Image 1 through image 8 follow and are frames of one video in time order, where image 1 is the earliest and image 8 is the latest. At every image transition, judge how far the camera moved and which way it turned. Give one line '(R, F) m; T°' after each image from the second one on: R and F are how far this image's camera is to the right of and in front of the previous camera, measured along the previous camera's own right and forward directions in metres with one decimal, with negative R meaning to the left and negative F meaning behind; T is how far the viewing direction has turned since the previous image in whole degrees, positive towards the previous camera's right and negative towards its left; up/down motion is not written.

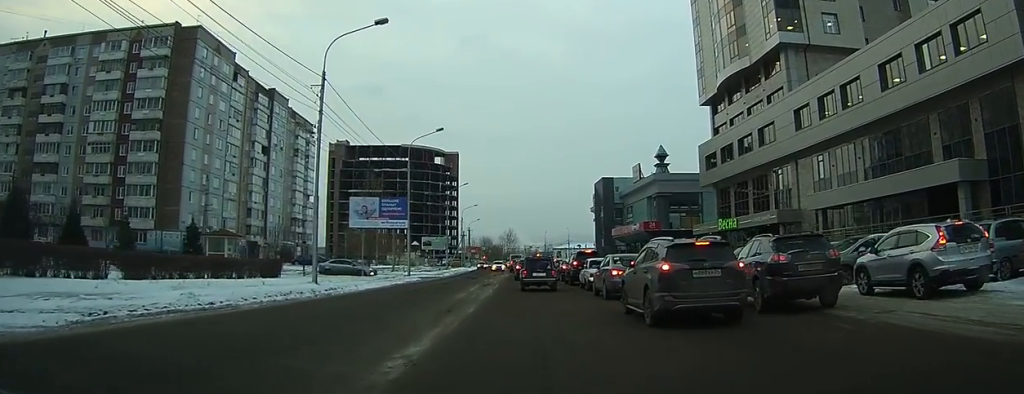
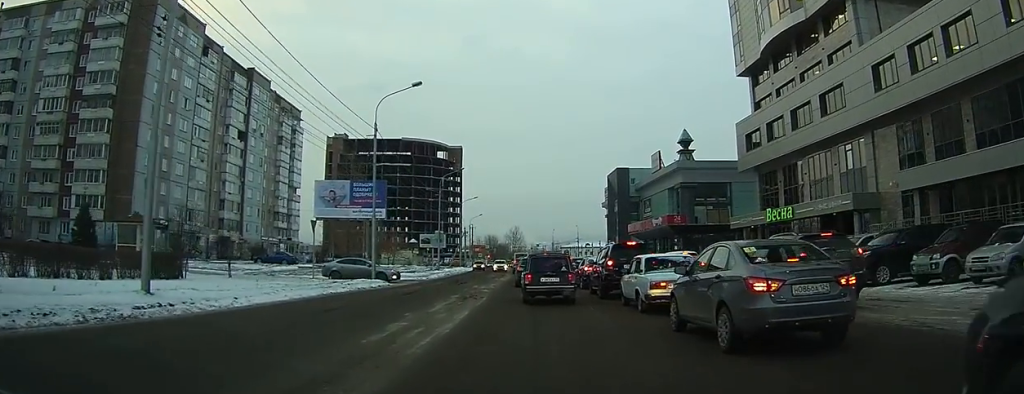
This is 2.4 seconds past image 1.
(0.0, +11.3) m; +2°
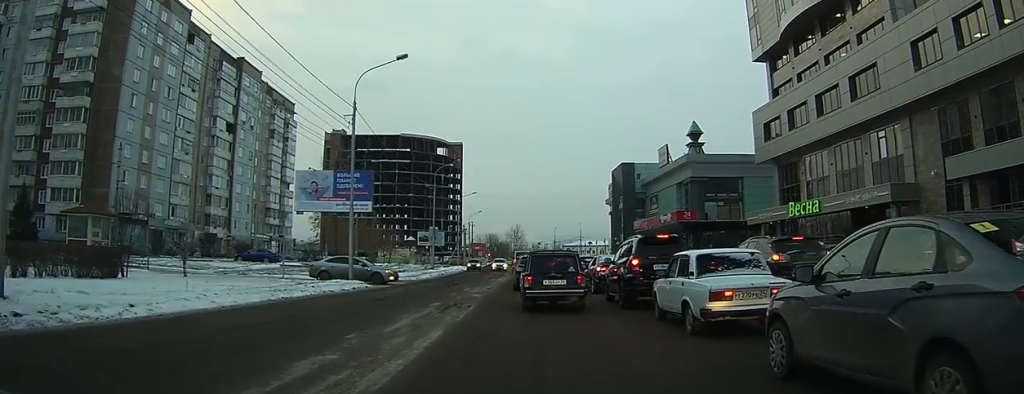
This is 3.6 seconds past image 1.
(+0.2, +4.7) m; +5°
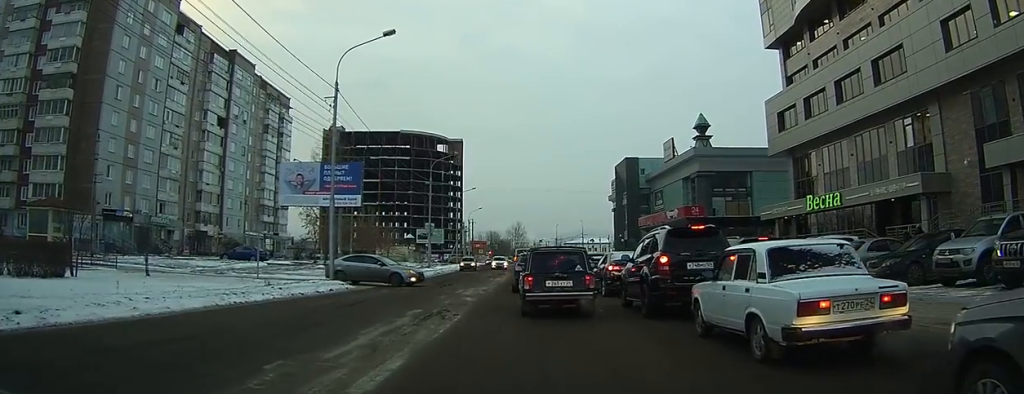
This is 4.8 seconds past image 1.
(+0.1, +3.9) m; -1°
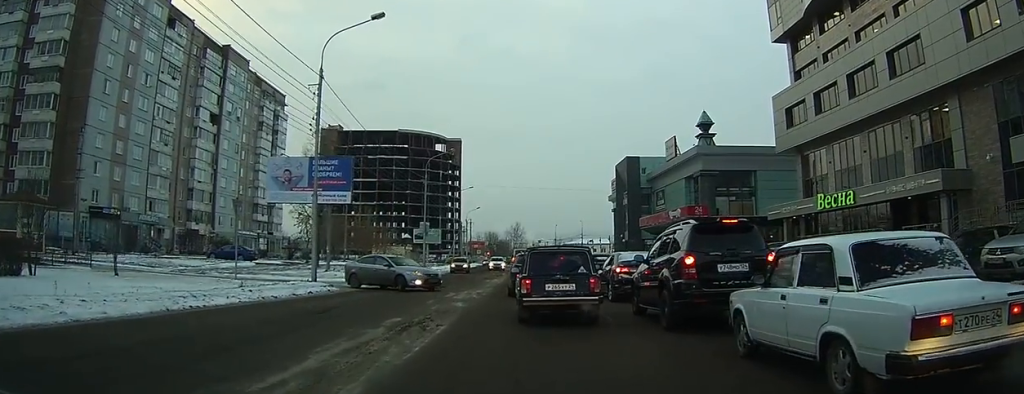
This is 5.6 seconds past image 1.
(-0.2, +2.6) m; -1°
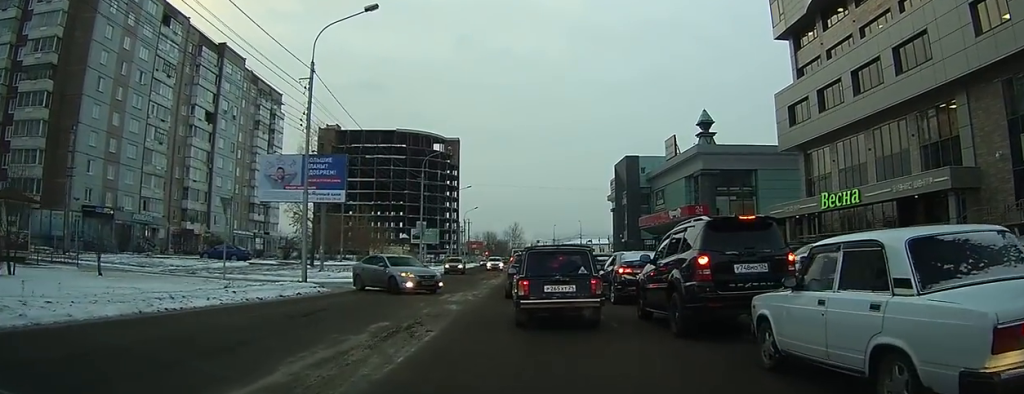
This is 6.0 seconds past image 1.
(+0.1, +1.1) m; +2°
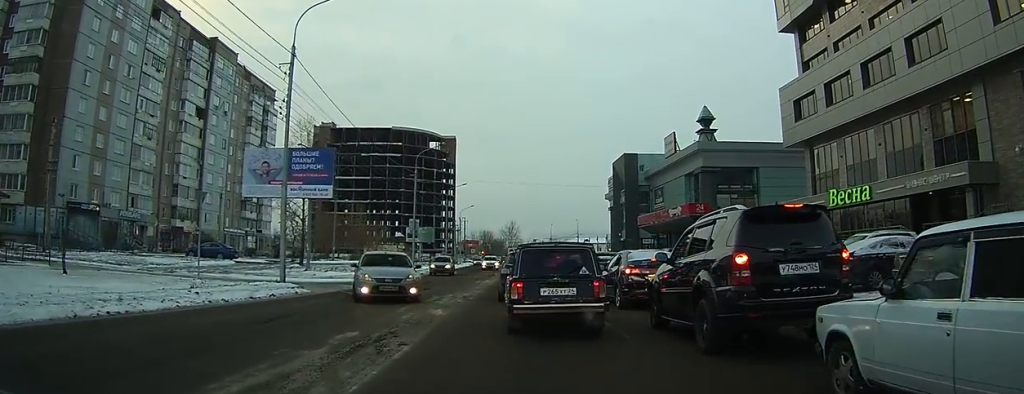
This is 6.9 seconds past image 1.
(+0.1, +2.2) m; +3°
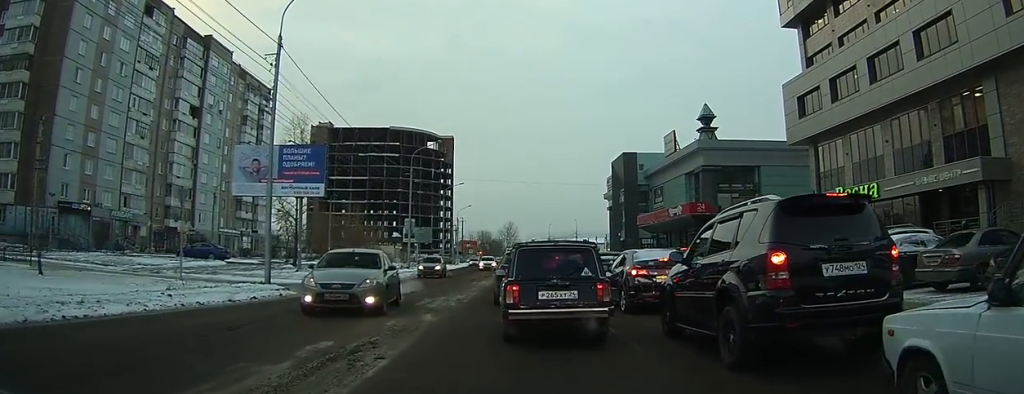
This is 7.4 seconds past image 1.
(0.0, +1.4) m; +1°
